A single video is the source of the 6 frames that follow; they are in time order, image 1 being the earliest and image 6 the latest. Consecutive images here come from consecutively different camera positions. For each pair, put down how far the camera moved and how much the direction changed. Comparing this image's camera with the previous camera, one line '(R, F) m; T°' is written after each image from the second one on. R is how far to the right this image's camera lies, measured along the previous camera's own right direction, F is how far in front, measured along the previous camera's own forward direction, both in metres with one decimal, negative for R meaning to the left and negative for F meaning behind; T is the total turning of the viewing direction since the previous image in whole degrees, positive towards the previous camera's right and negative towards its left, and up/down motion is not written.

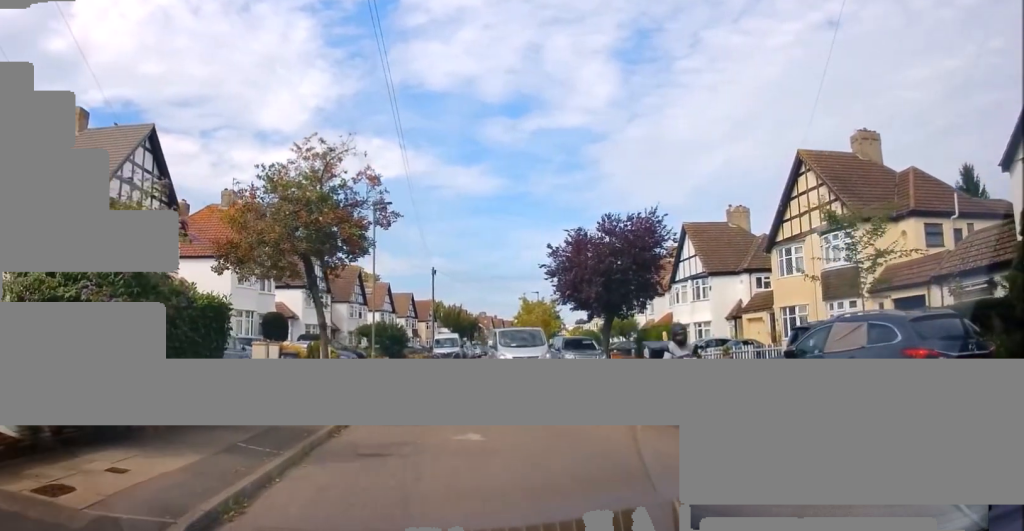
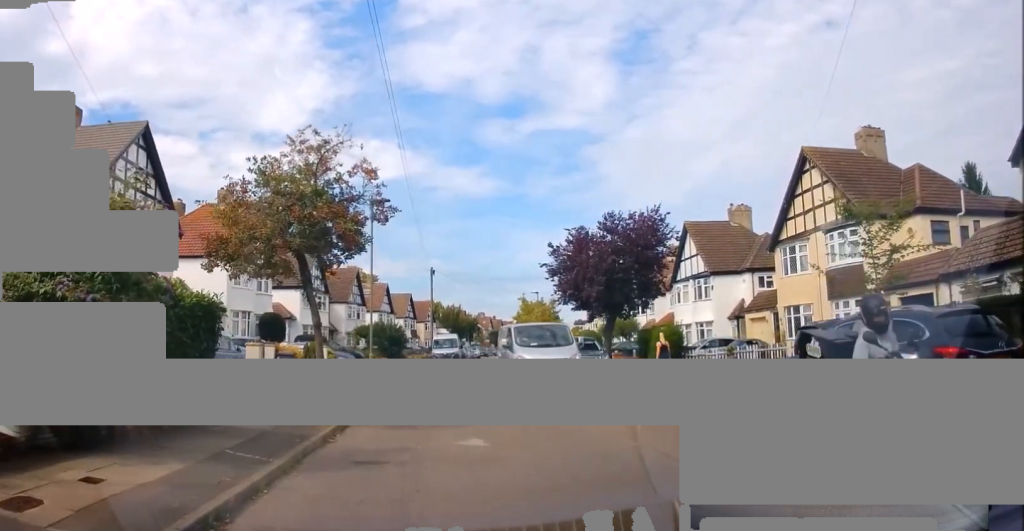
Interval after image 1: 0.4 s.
(0.0, +0.3) m; 0°
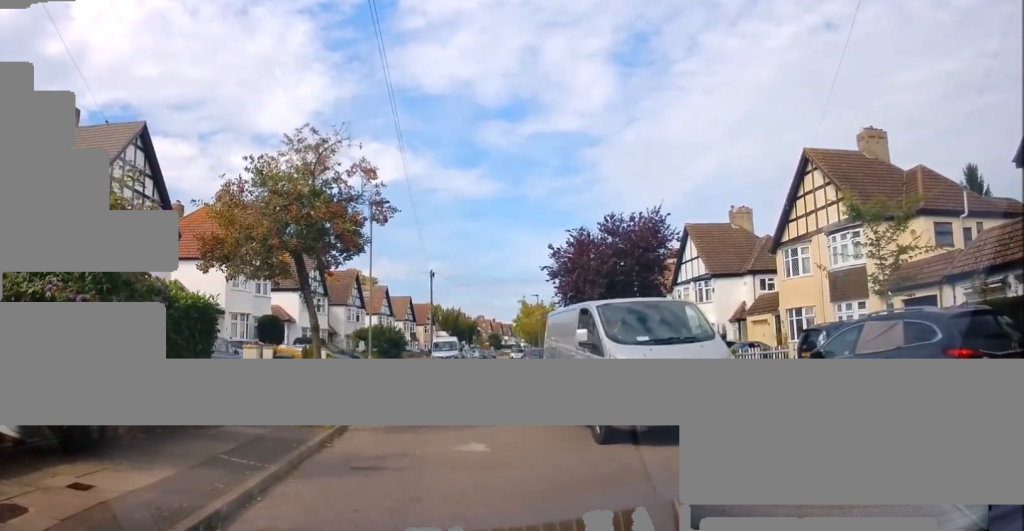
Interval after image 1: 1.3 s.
(+0.1, +0.2) m; 0°
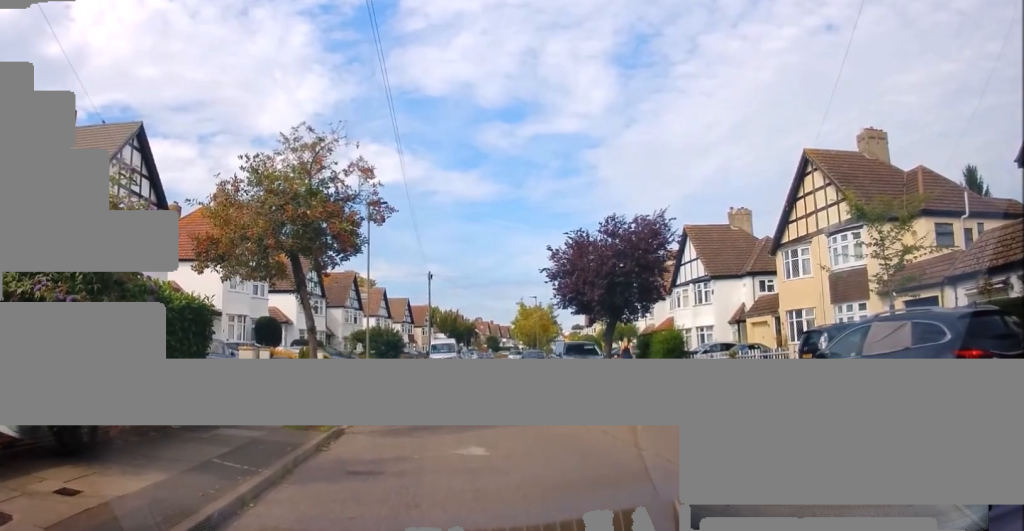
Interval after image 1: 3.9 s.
(+0.3, +0.5) m; +3°
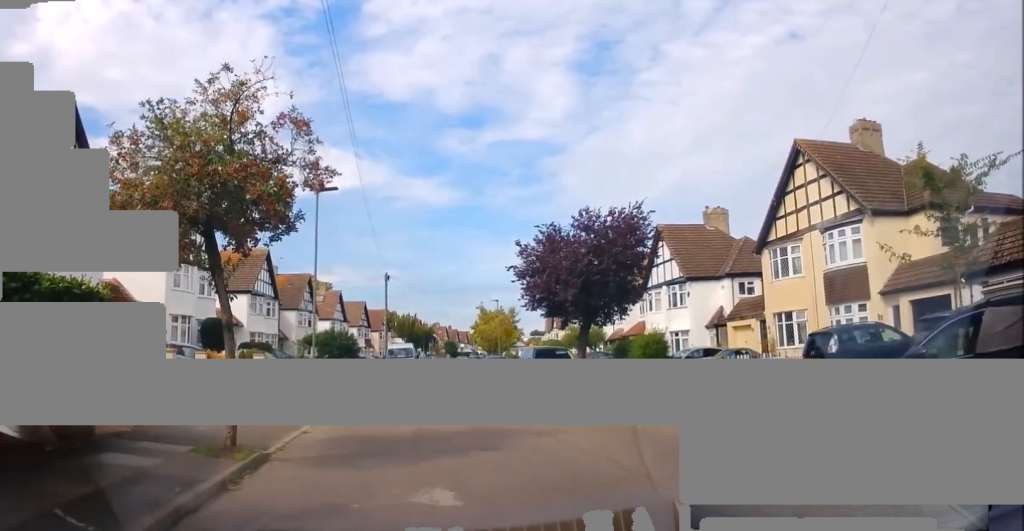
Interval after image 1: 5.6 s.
(+0.2, +2.9) m; +5°
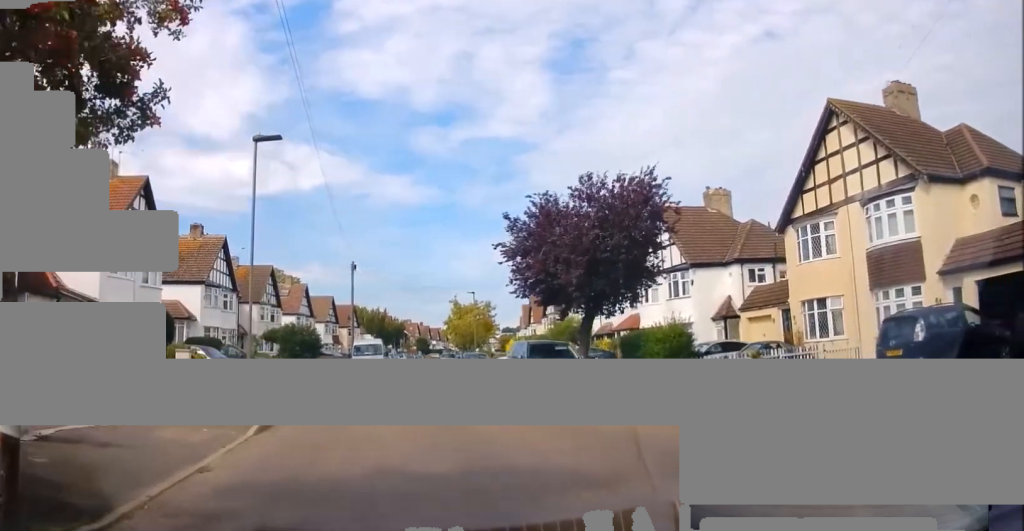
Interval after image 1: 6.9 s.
(0.0, +5.2) m; -2°
